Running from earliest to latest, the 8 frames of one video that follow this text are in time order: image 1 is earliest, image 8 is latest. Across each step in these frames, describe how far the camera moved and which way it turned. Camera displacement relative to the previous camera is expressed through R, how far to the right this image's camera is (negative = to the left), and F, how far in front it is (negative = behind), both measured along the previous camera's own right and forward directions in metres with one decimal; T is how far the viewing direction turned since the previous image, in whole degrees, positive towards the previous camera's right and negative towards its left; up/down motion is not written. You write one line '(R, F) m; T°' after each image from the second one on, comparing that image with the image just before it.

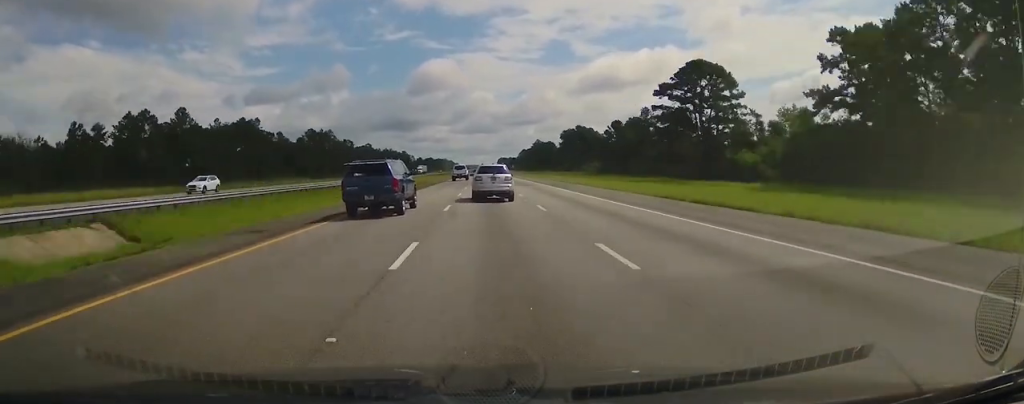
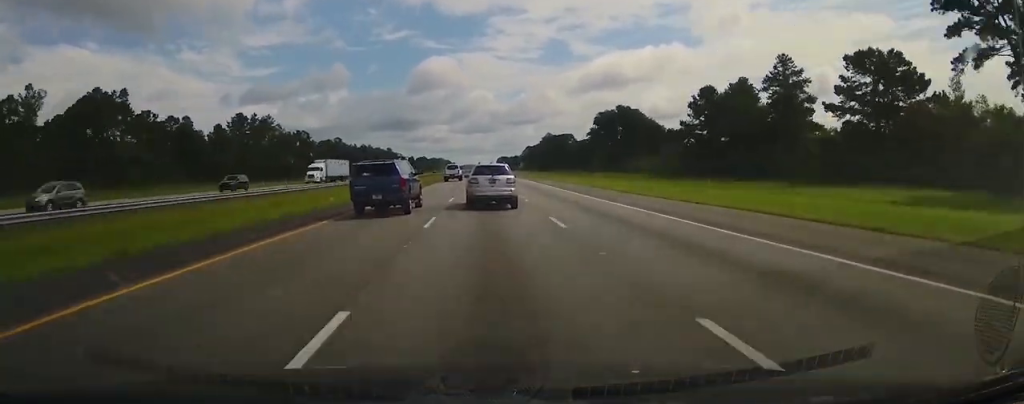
(+0.1, +79.4) m; +1°
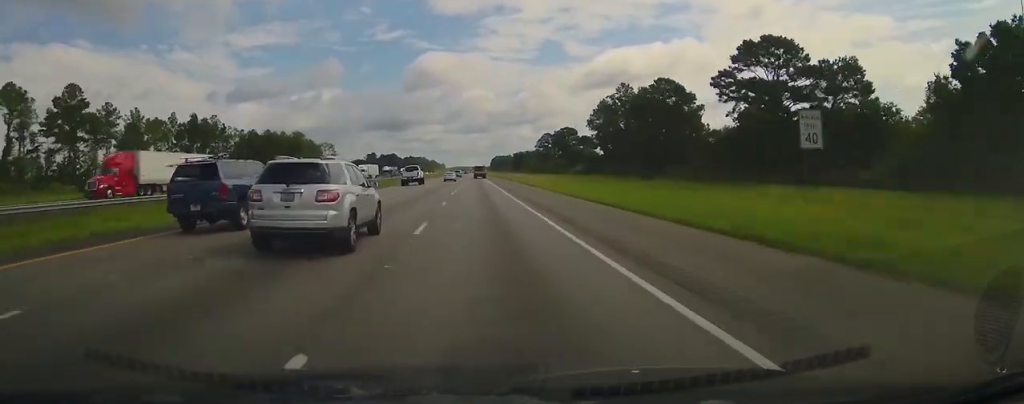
(+1.0, +209.0) m; 0°
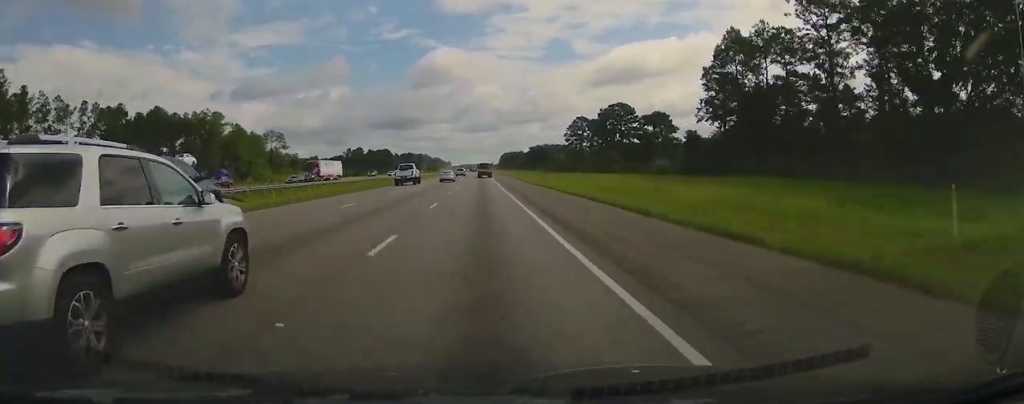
(-0.5, +86.6) m; -1°
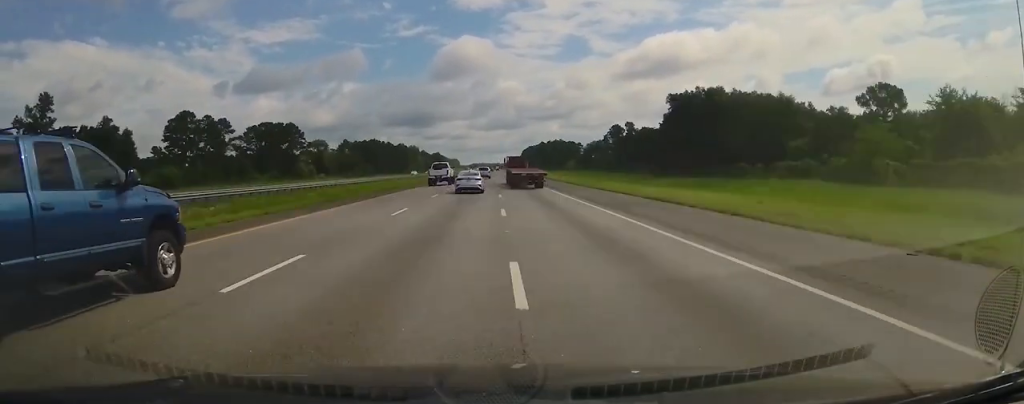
(-2.8, +267.4) m; -1°
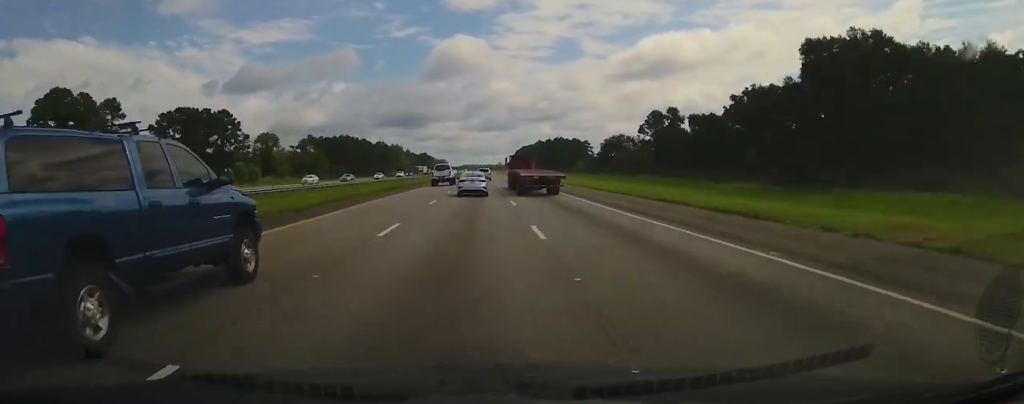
(+0.1, +55.4) m; 0°
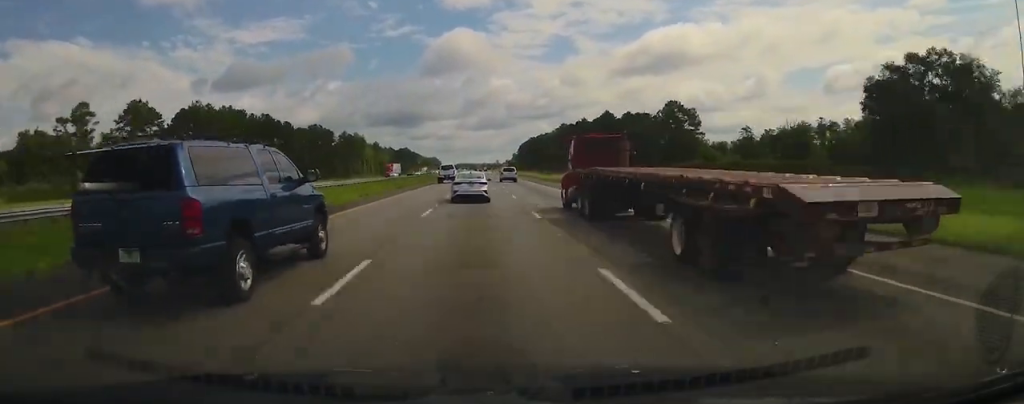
(+0.7, +153.9) m; 0°
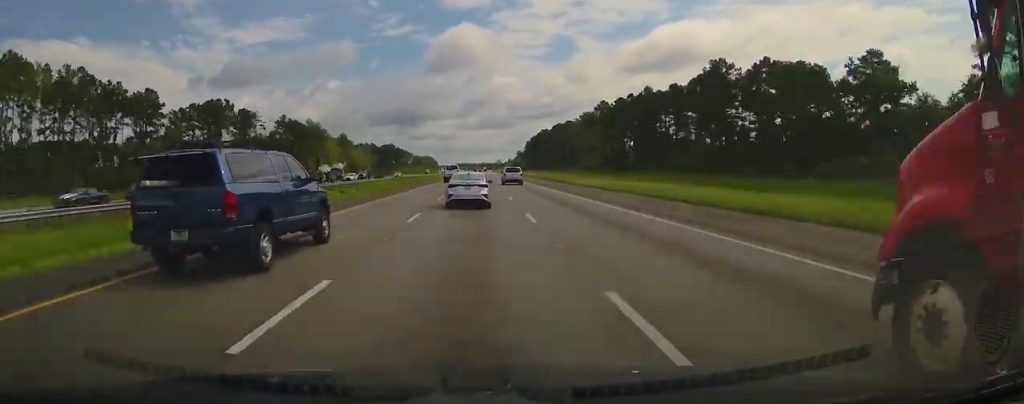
(-0.2, +98.9) m; 0°
